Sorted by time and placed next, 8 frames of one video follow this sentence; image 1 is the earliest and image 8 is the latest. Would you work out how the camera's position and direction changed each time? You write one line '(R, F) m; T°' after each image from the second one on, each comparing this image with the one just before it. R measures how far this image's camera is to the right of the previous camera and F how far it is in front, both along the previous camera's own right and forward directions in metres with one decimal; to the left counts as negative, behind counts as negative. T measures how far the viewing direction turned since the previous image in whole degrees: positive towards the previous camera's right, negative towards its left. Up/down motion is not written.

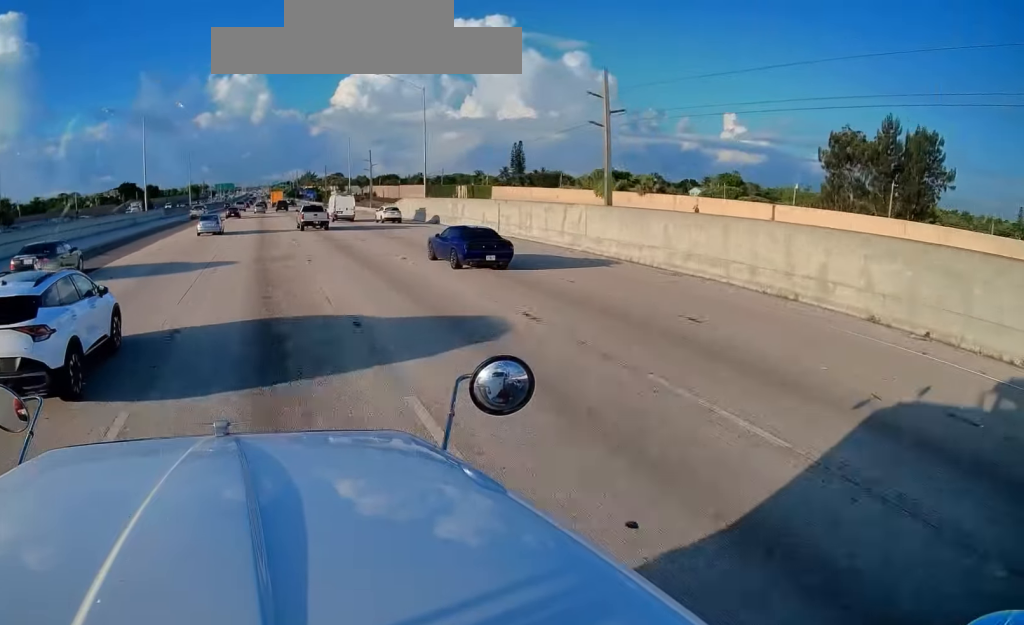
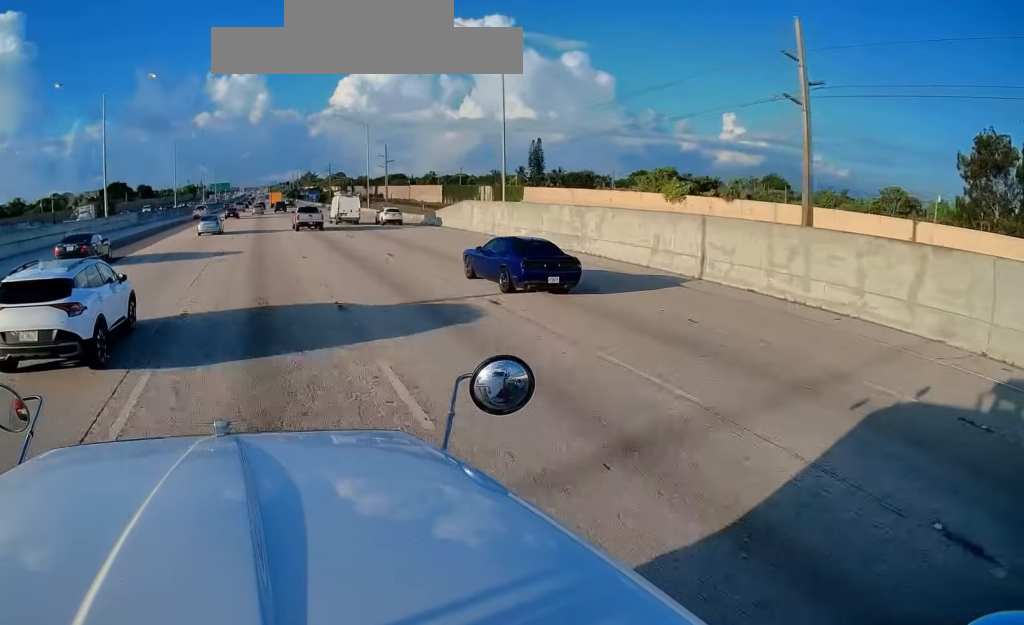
(+0.1, +25.9) m; 0°
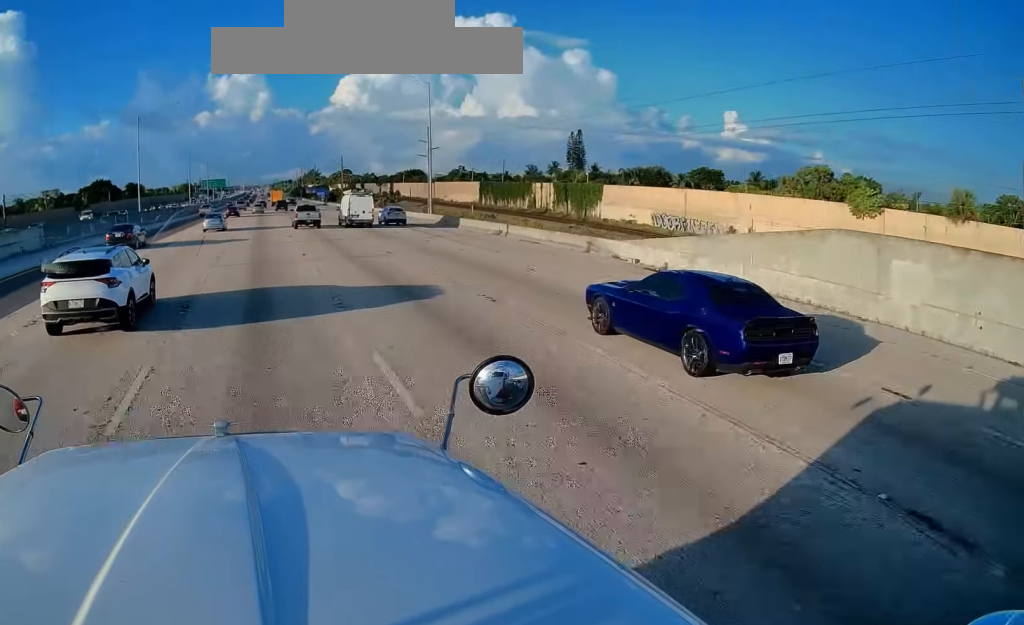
(0.0, +40.6) m; 0°
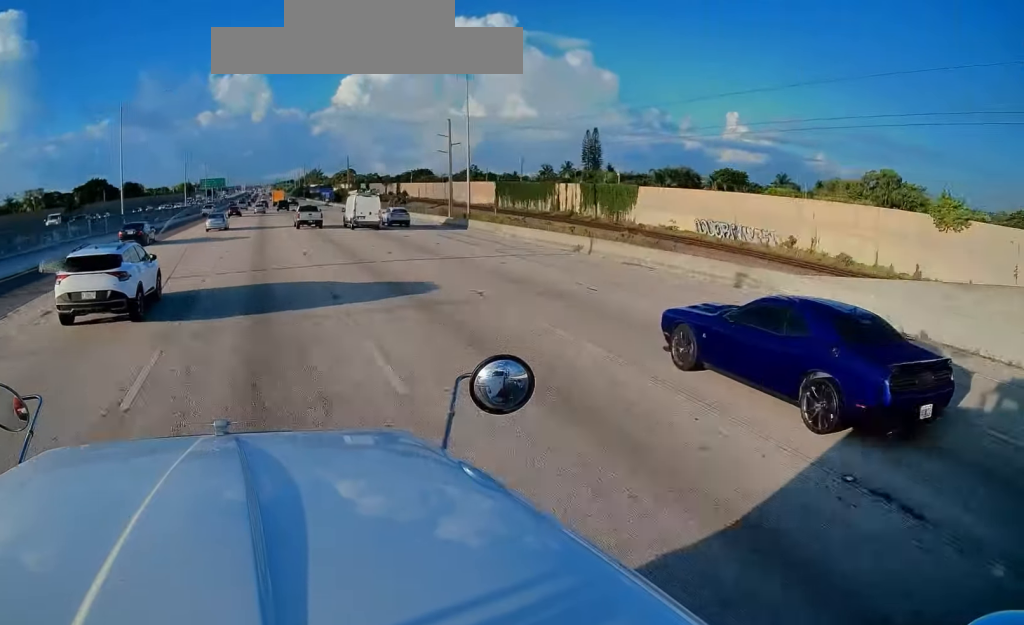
(0.0, +12.2) m; 0°
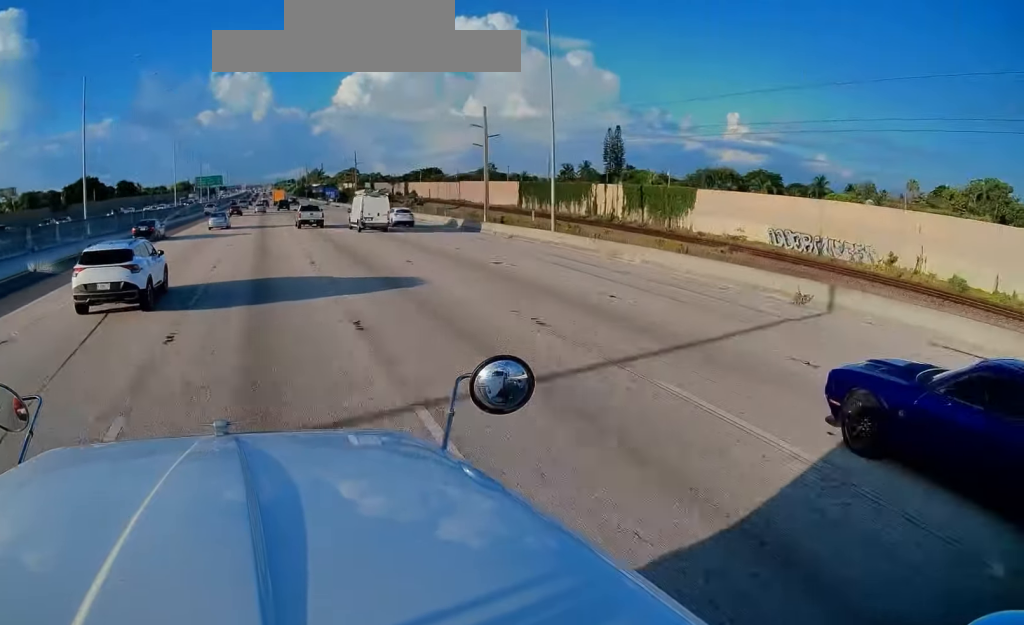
(+0.1, +16.7) m; 0°
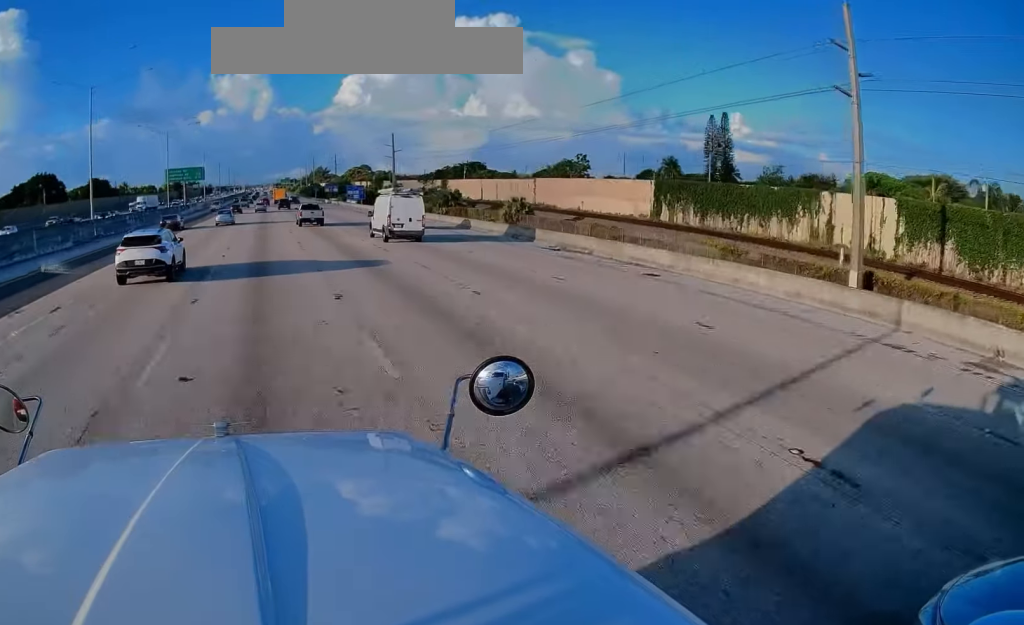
(-0.3, +58.6) m; 0°
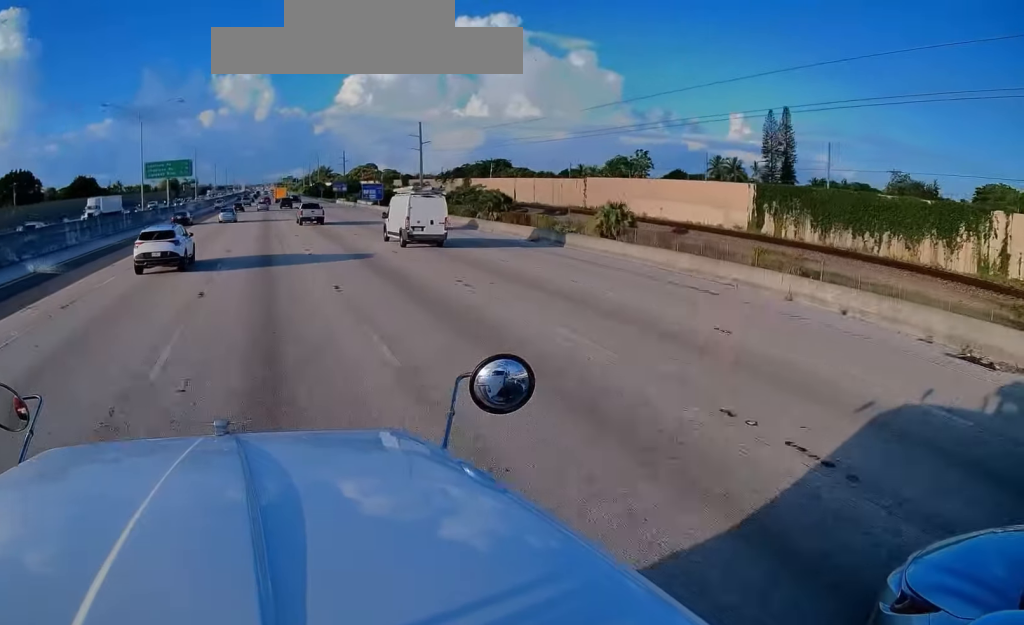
(+0.2, +24.1) m; 0°
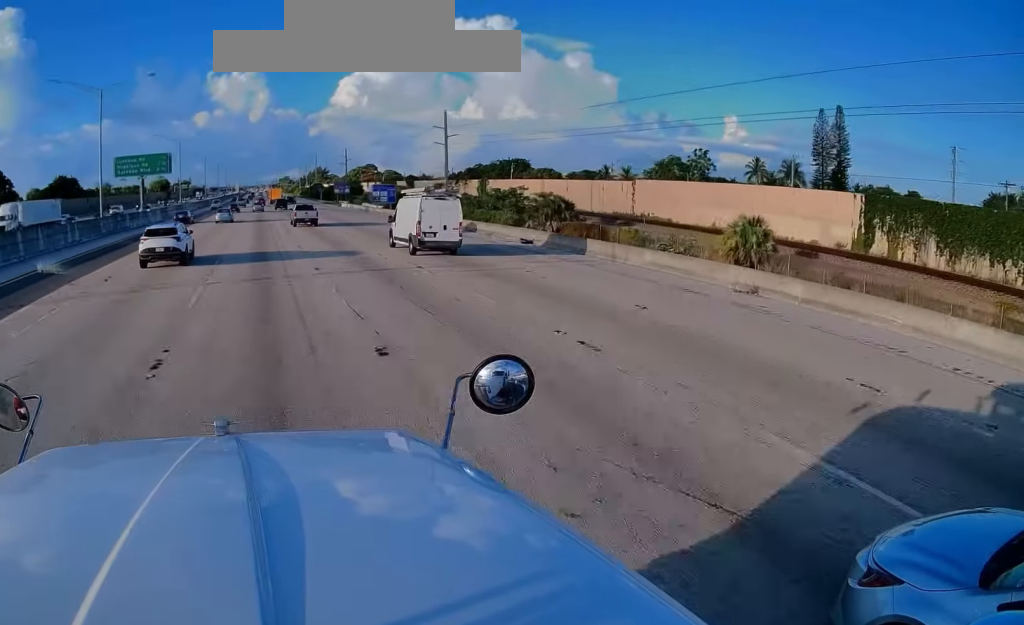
(0.0, +19.5) m; -1°
